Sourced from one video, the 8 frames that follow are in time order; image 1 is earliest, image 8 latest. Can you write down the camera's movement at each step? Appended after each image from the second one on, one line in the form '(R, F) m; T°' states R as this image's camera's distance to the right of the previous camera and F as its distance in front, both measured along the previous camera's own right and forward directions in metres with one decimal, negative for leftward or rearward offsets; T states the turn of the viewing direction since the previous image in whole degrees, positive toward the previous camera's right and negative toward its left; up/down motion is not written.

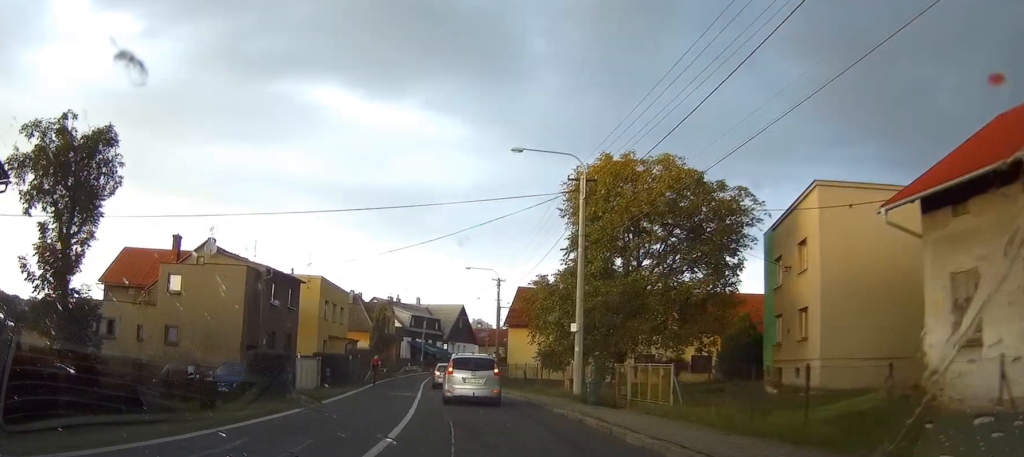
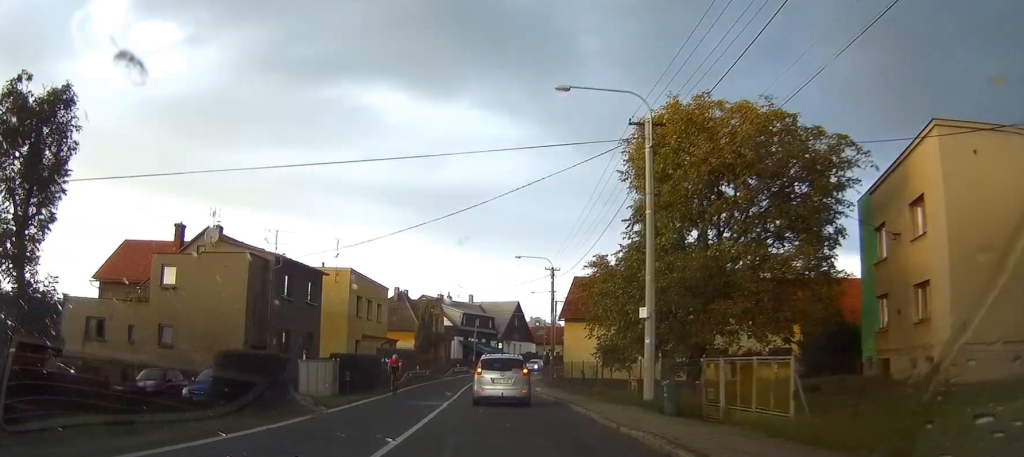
(0.0, +6.6) m; 0°
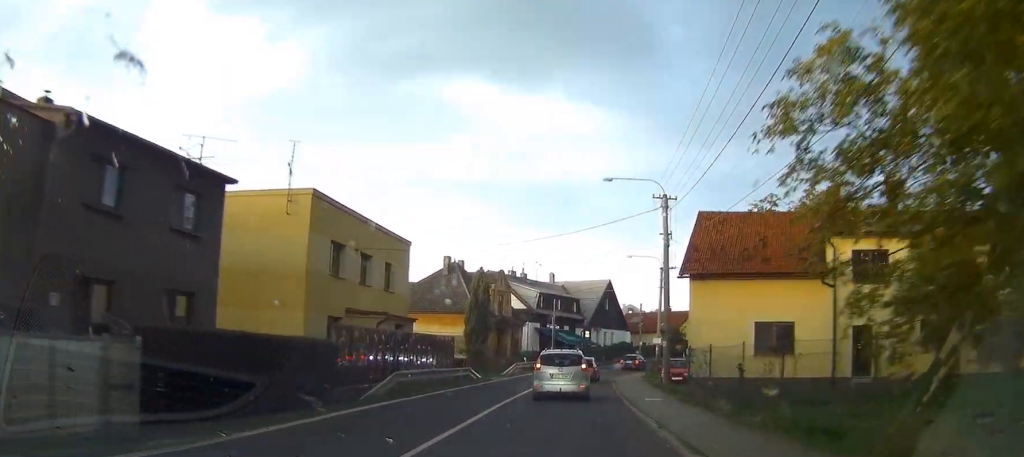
(+0.4, +23.2) m; +3°
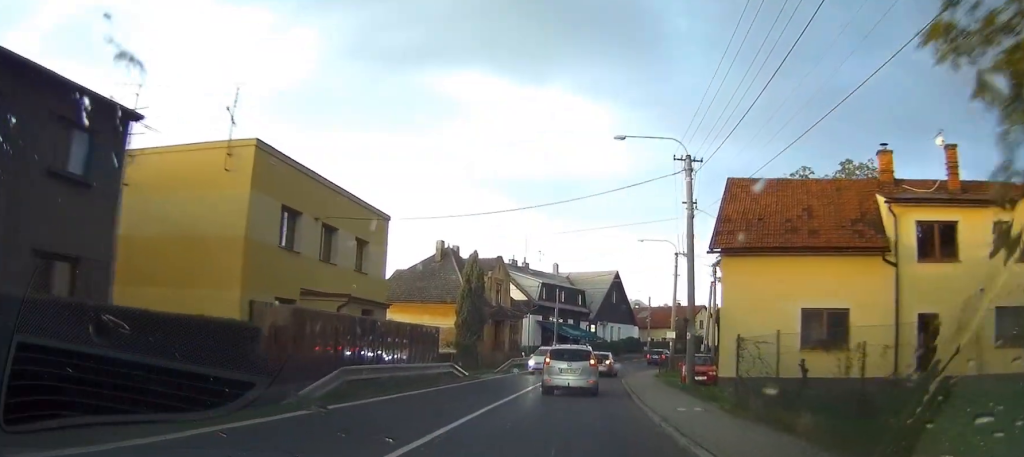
(+0.2, +6.3) m; +1°
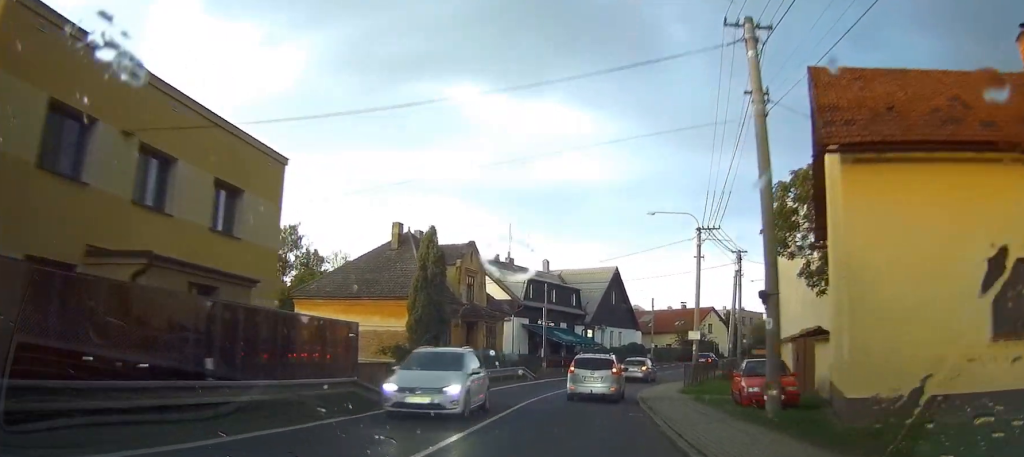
(+0.1, +13.7) m; 0°
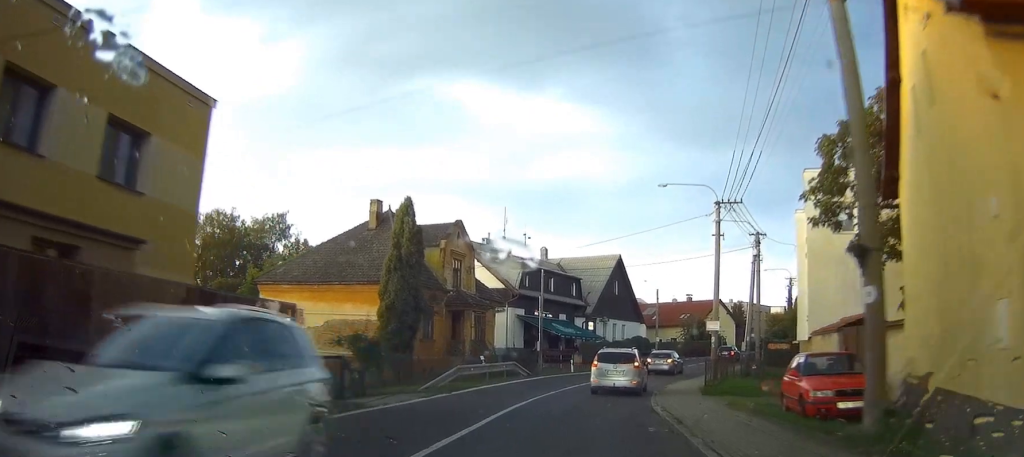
(0.0, +6.1) m; 0°
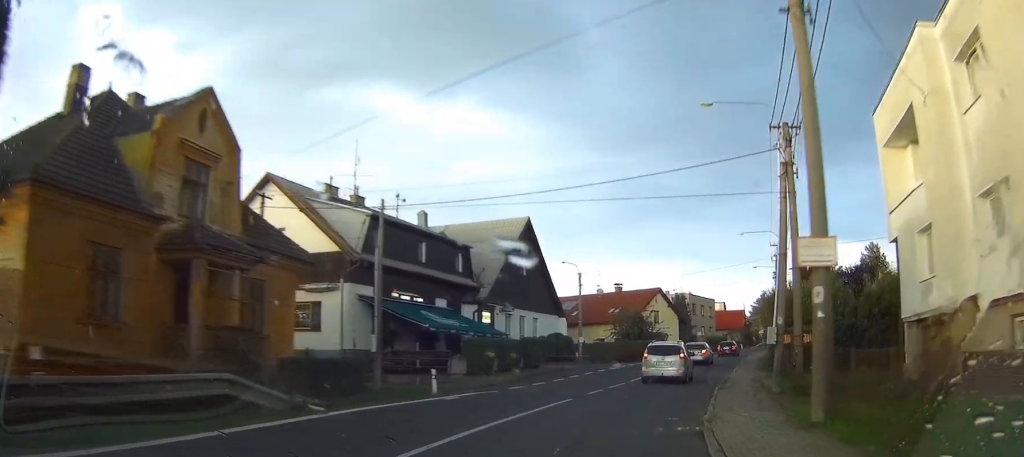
(0.0, +25.9) m; 0°
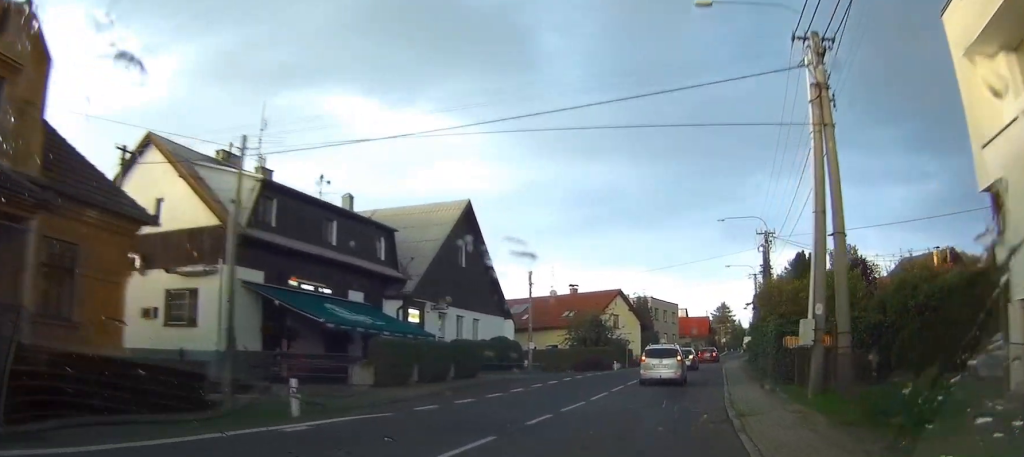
(0.0, +9.3) m; 0°
